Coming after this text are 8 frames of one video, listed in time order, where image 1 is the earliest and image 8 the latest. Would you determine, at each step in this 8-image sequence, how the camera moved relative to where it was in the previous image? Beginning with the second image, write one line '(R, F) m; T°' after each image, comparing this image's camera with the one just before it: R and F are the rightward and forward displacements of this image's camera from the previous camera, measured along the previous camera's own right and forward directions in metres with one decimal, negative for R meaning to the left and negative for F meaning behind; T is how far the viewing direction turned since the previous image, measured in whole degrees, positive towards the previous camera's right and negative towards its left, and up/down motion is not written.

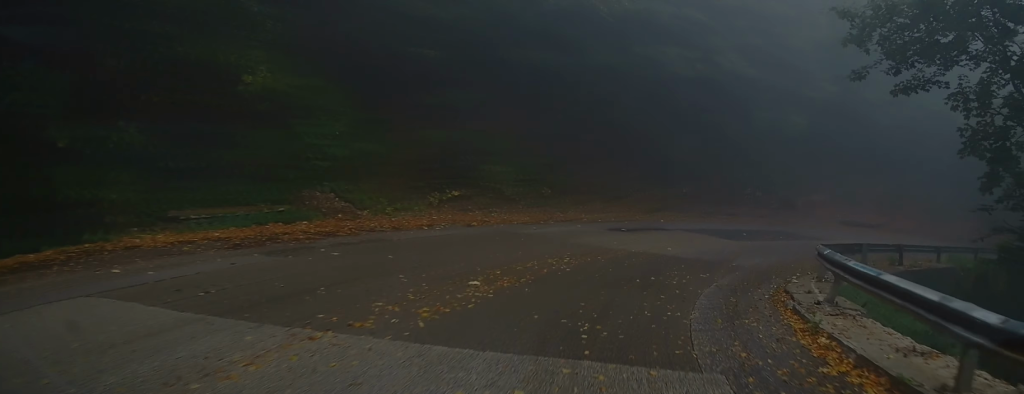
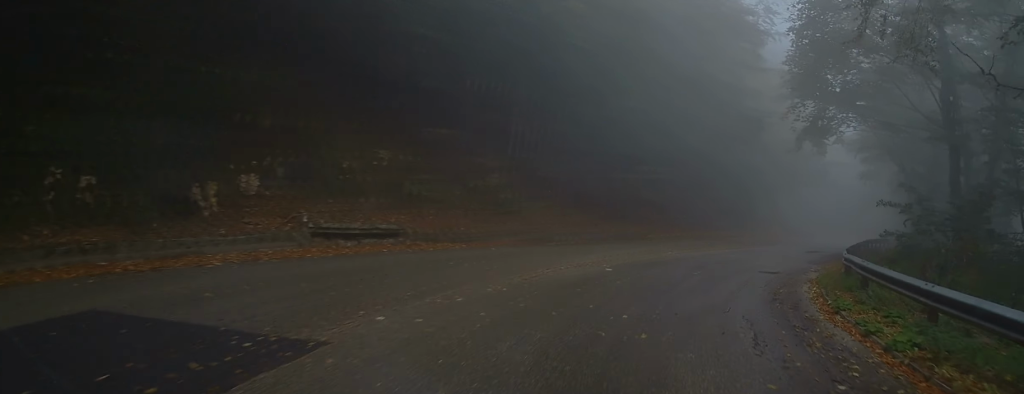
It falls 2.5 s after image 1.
(+5.1, +18.1) m; +42°
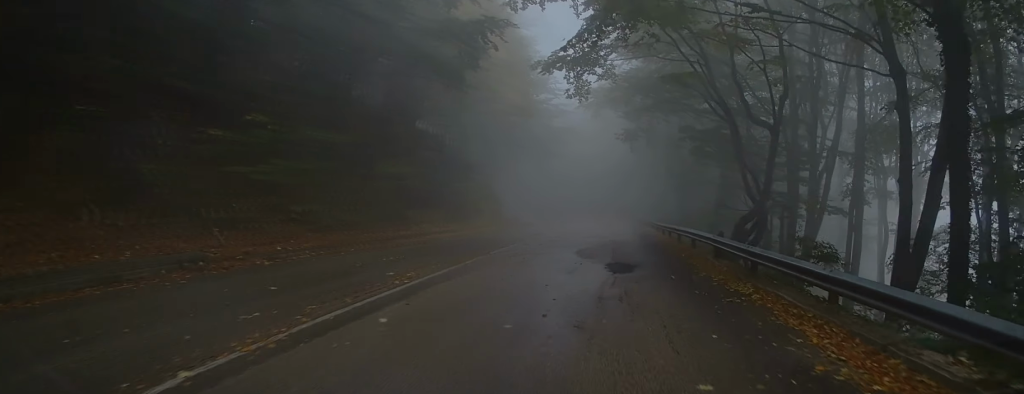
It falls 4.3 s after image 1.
(+3.2, +10.8) m; +27°
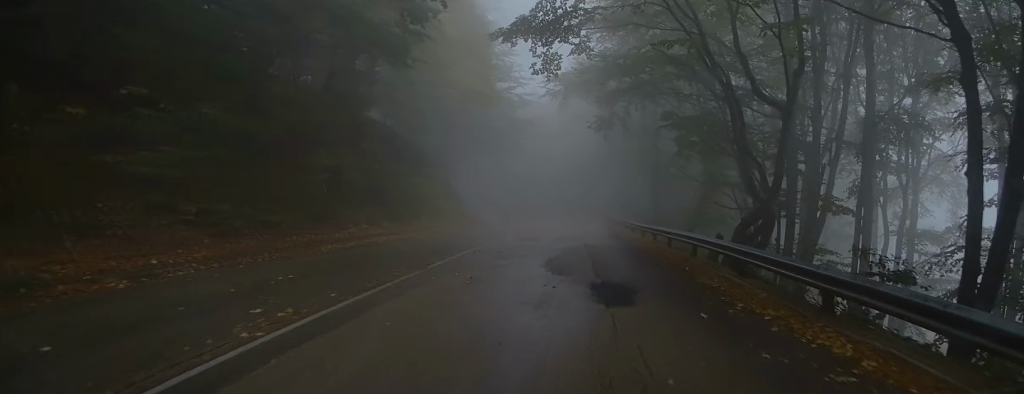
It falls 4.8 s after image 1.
(0.0, +2.9) m; +4°
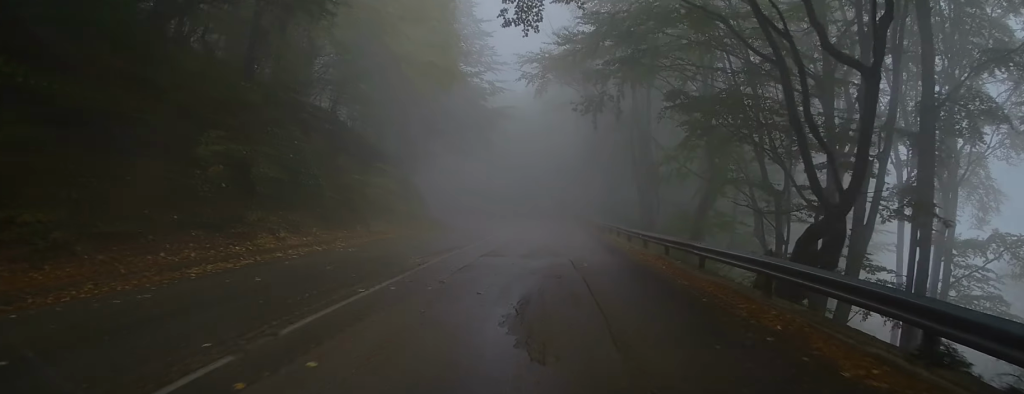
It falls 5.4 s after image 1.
(+0.4, +5.0) m; +4°
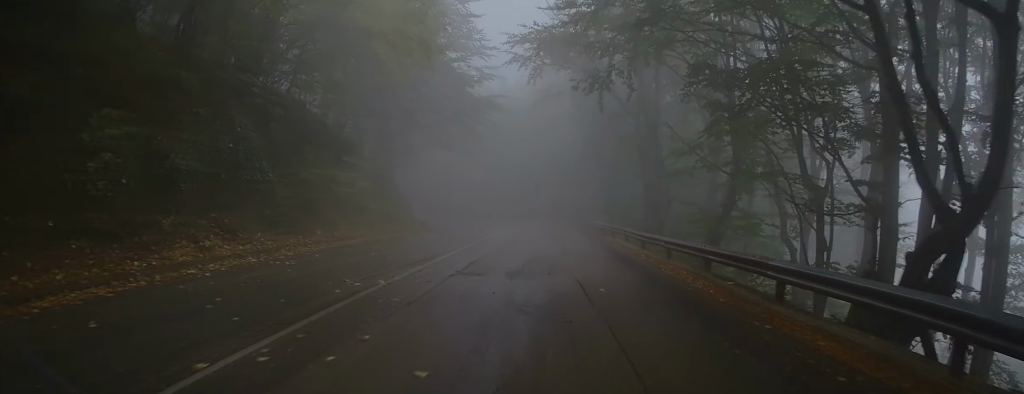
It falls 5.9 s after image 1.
(+0.2, +3.8) m; +2°
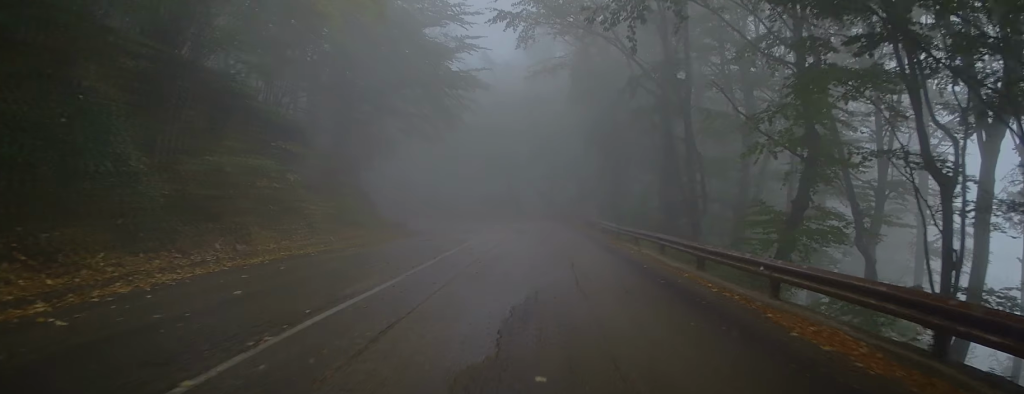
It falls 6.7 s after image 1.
(0.0, +7.2) m; -1°
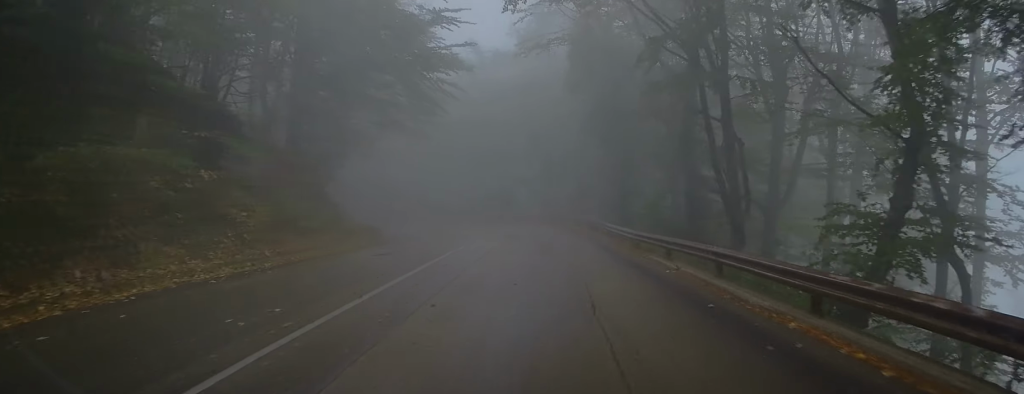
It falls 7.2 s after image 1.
(0.0, +5.2) m; -1°
